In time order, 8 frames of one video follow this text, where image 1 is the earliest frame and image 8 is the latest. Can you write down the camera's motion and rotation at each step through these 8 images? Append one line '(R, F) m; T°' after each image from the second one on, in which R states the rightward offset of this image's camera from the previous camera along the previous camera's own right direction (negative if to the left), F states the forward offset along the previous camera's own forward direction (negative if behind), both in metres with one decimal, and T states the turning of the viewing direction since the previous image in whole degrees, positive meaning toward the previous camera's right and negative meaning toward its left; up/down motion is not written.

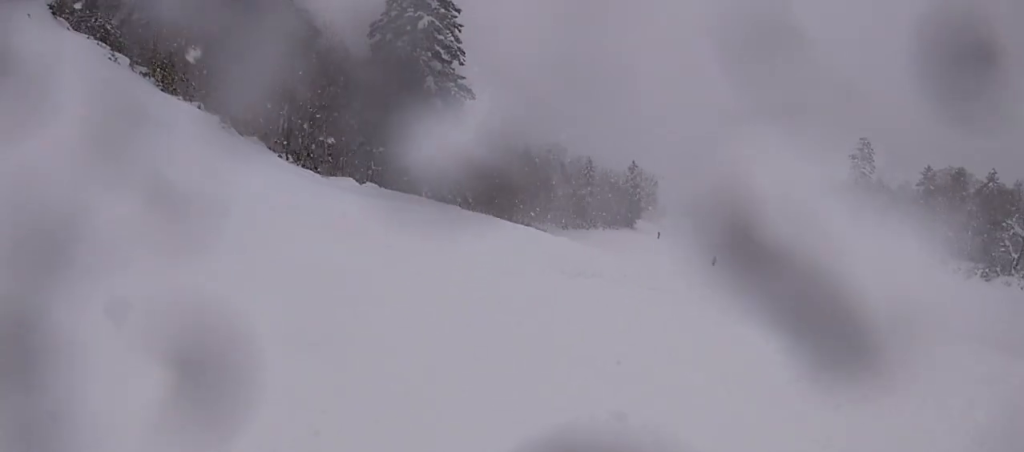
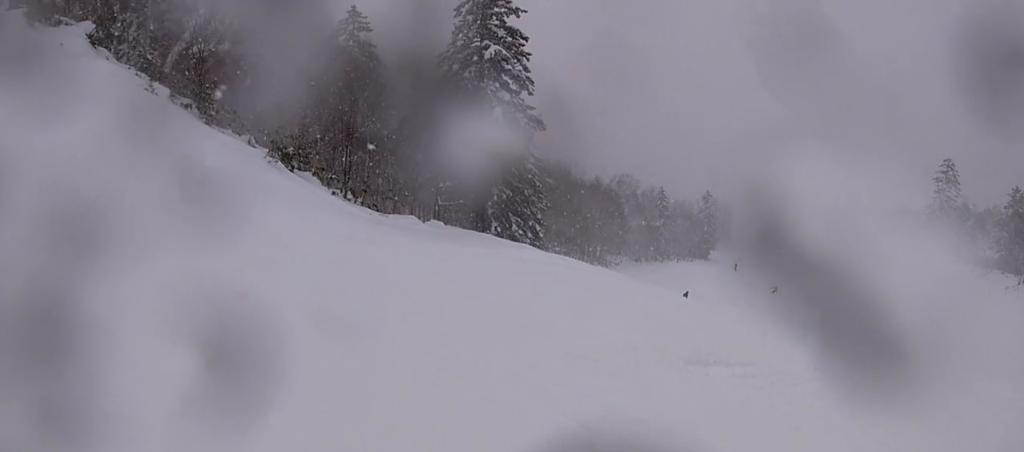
(-0.2, +2.3) m; +1°
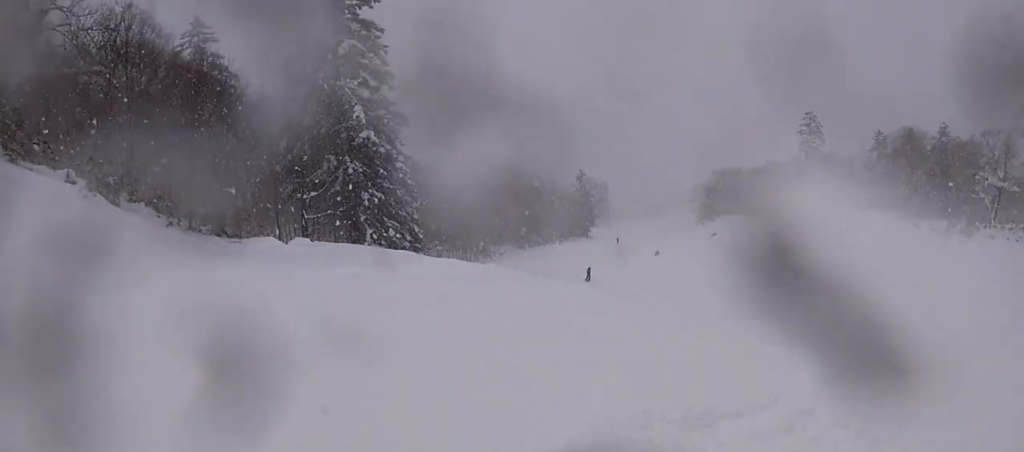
(-0.2, +2.2) m; +7°
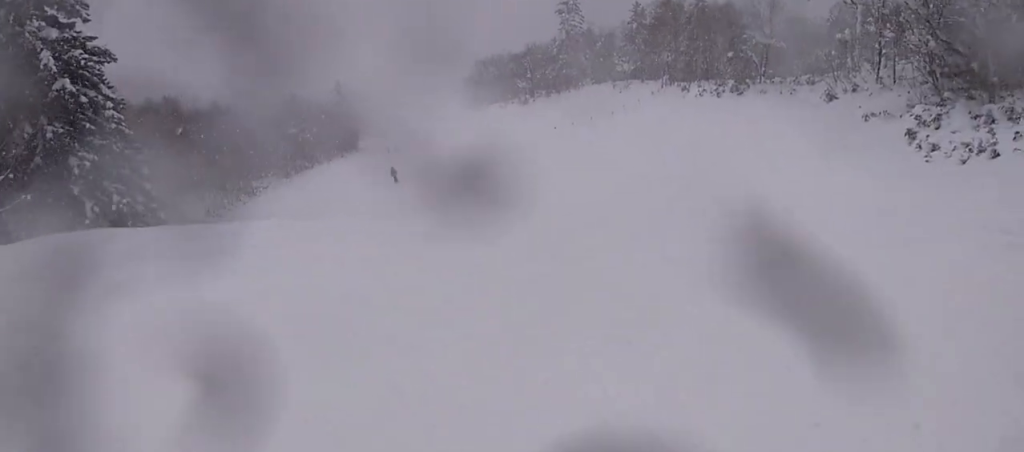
(+0.9, +4.1) m; +21°
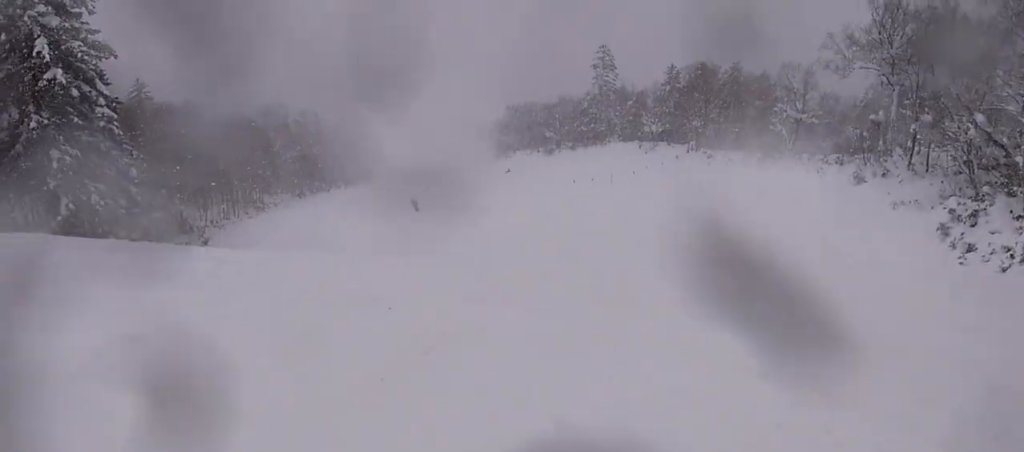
(+0.5, +3.0) m; -16°
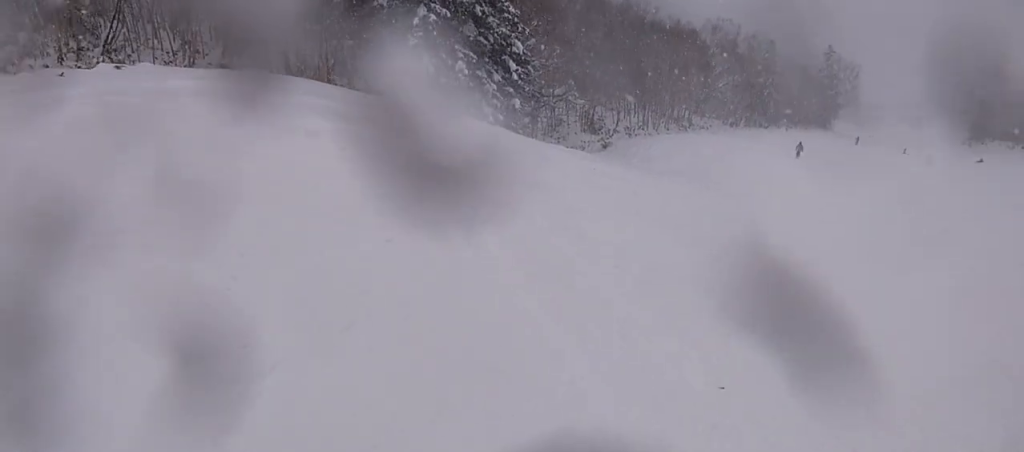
(-4.4, +6.2) m; -33°
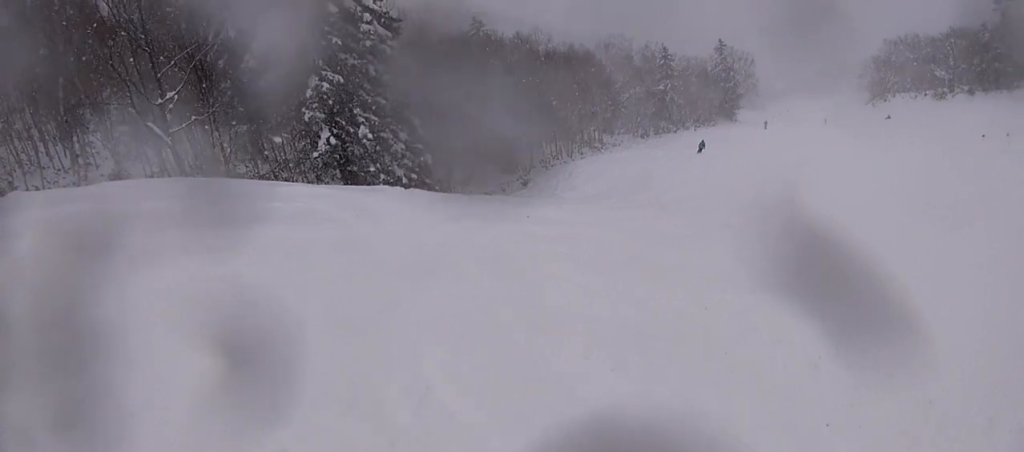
(+0.3, +2.7) m; +19°
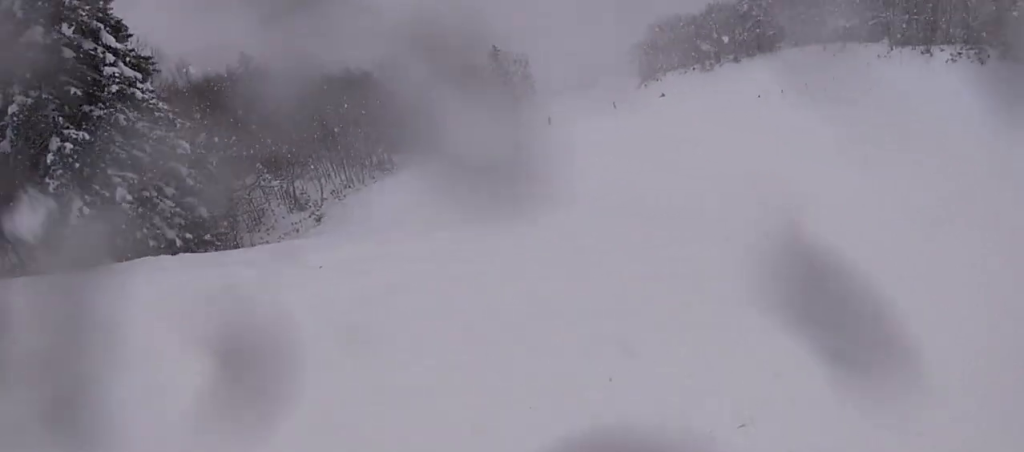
(+0.2, +2.9) m; +26°
